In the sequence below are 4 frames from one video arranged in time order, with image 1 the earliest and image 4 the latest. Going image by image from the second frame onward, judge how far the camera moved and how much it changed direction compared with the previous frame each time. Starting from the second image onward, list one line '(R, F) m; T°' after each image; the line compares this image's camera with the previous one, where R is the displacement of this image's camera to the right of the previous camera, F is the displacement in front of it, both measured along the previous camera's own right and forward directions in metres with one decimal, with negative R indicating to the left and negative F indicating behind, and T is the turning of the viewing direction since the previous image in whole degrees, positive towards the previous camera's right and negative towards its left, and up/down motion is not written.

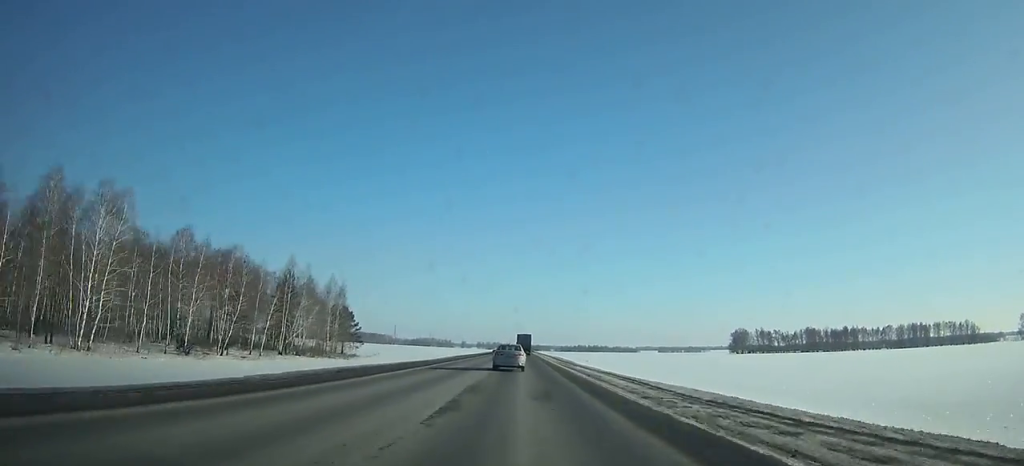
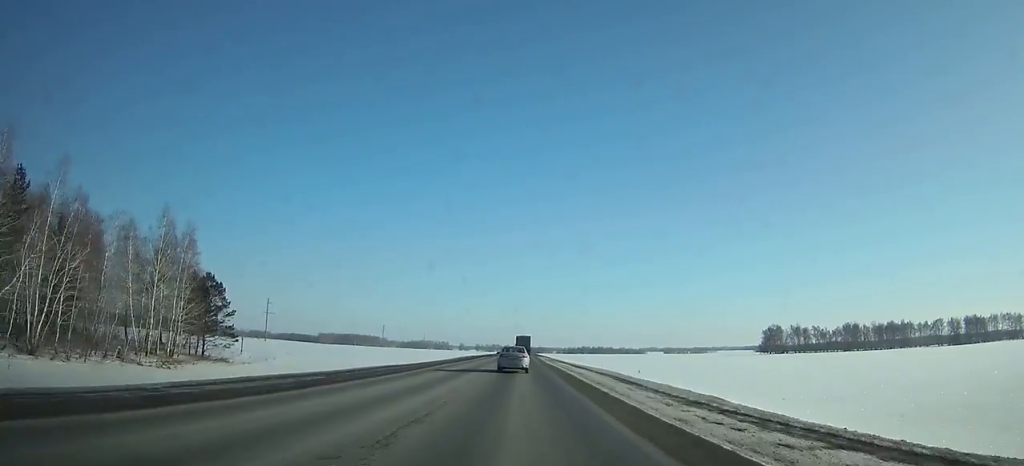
(0.0, +60.8) m; 0°
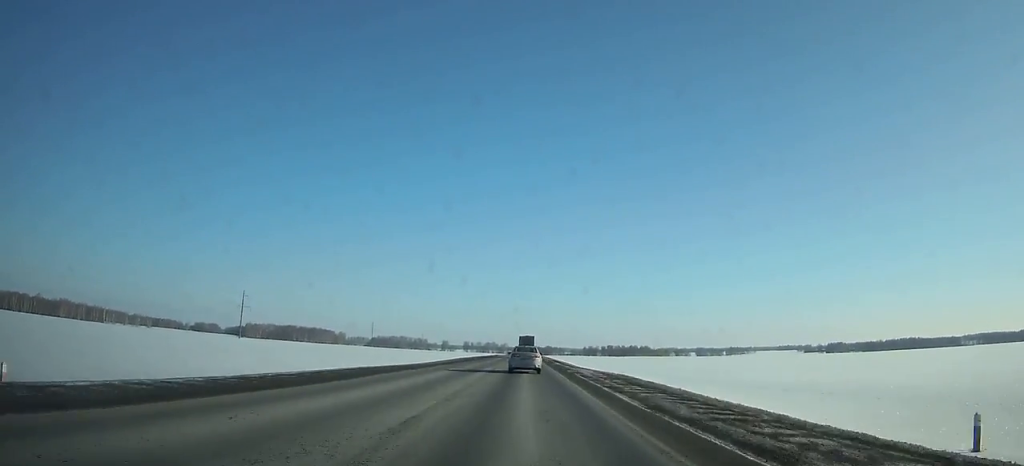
(+0.7, +319.5) m; 0°
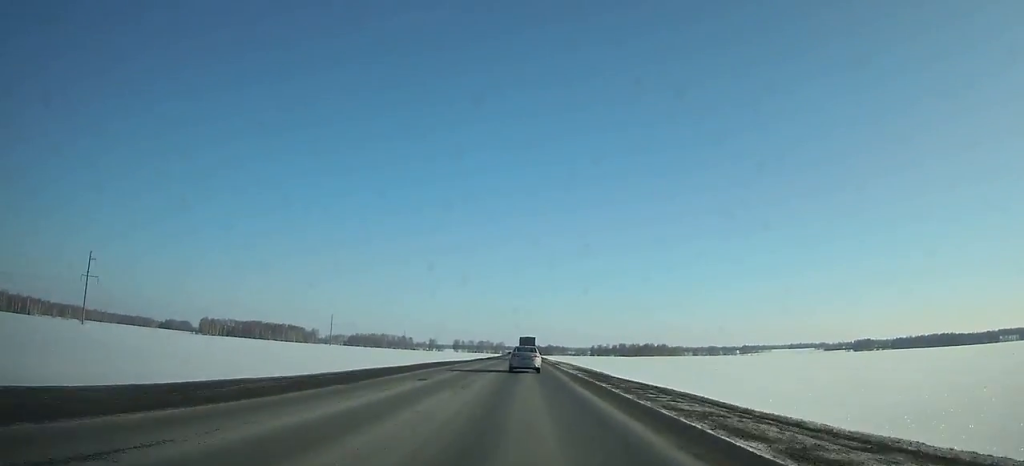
(-0.5, +118.2) m; 0°
